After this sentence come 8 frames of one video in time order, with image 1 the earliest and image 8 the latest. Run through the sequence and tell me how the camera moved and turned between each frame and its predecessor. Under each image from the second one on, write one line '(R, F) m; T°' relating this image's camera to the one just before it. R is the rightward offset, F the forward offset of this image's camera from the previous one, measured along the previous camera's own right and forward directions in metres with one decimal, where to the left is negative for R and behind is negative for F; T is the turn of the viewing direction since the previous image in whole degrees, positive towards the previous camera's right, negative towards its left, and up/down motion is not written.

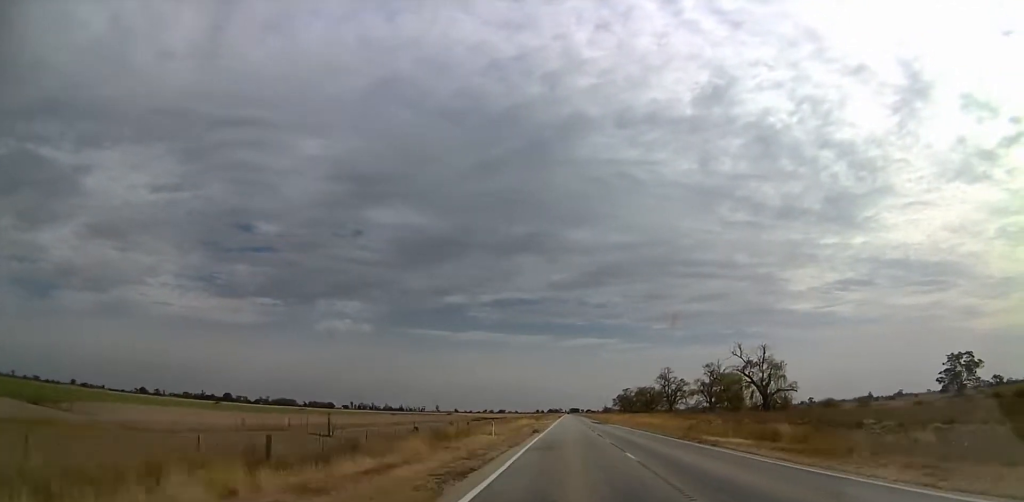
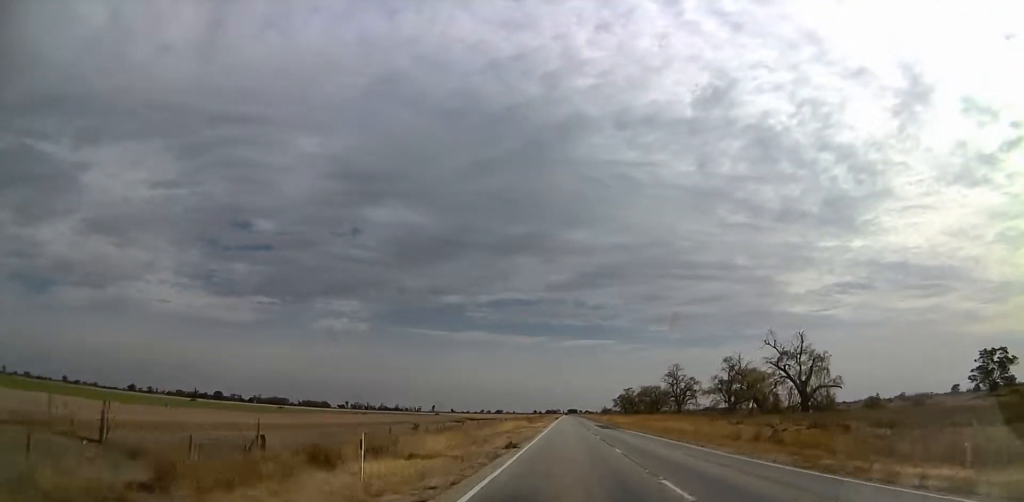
(0.0, +19.7) m; 0°
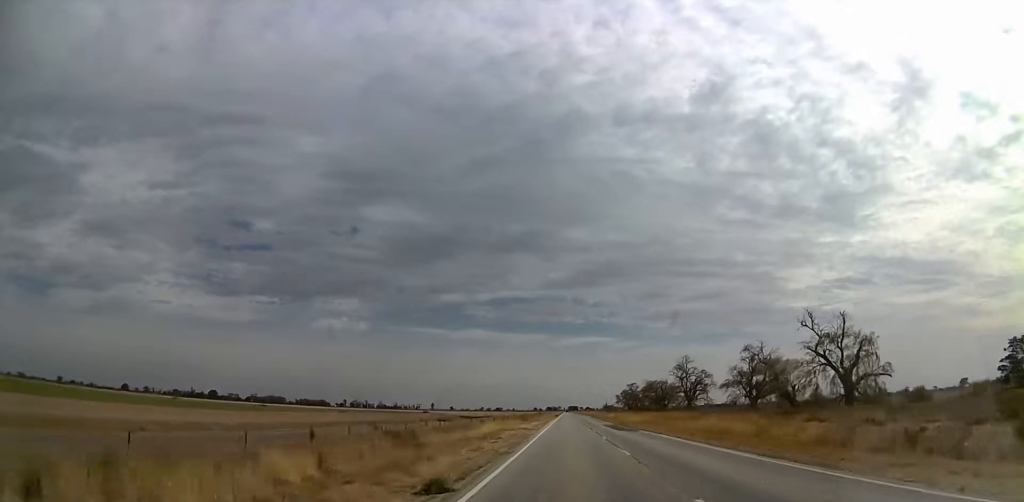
(0.0, +15.3) m; 0°
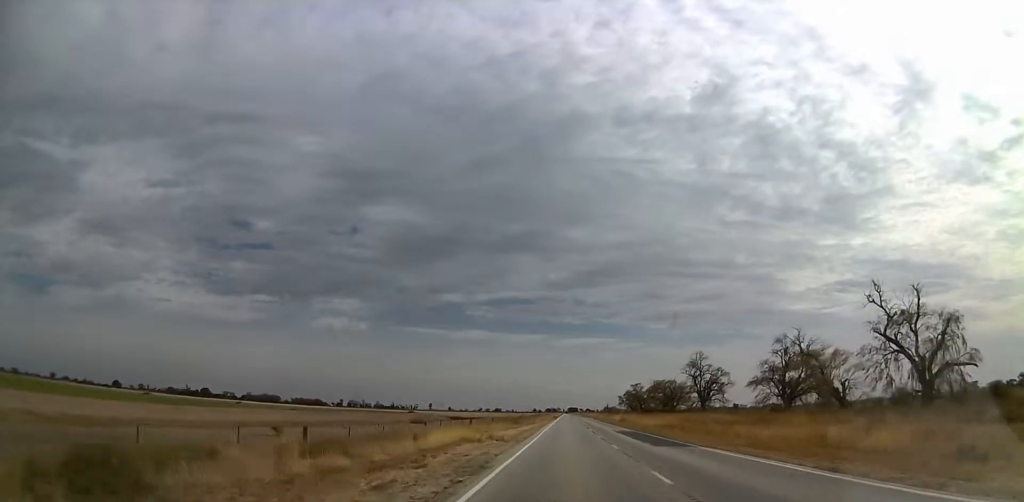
(0.0, +18.9) m; 0°
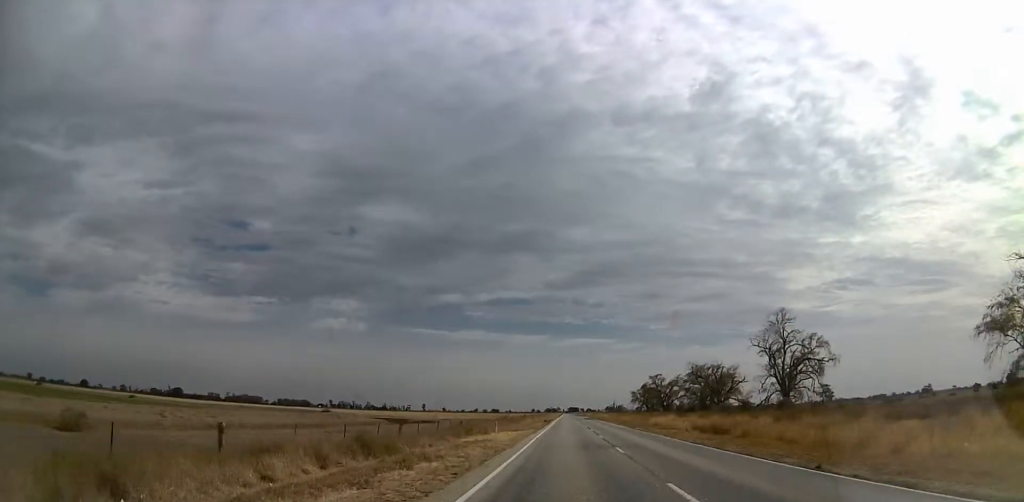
(0.0, +63.1) m; 0°
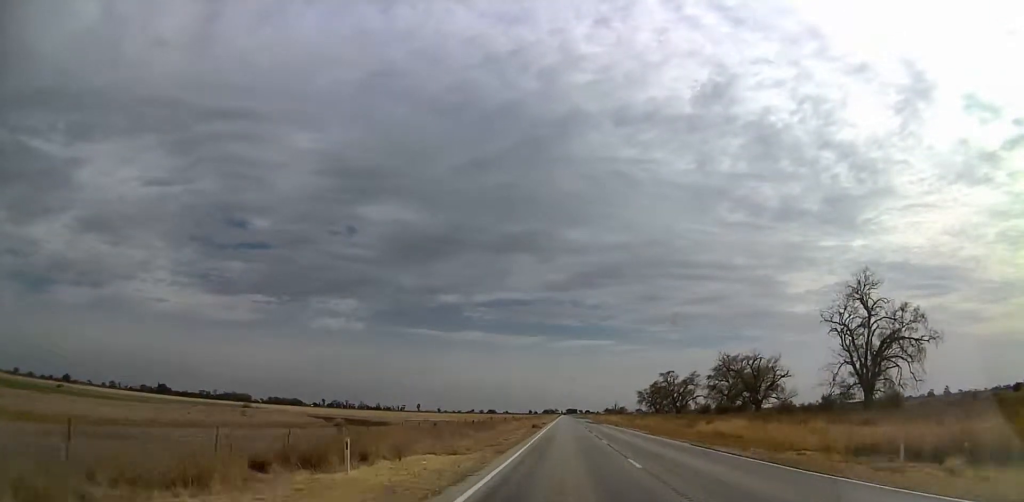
(0.0, +29.6) m; 0°
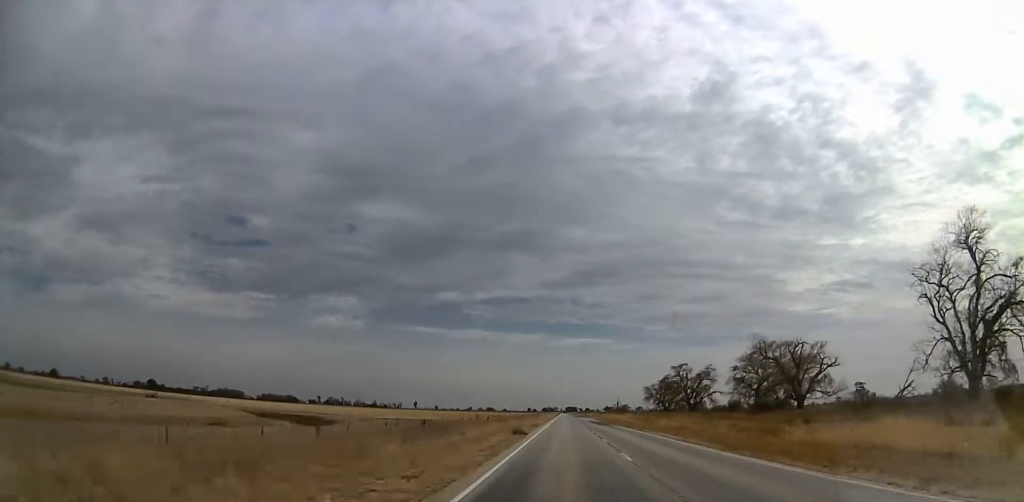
(0.0, +21.6) m; 0°
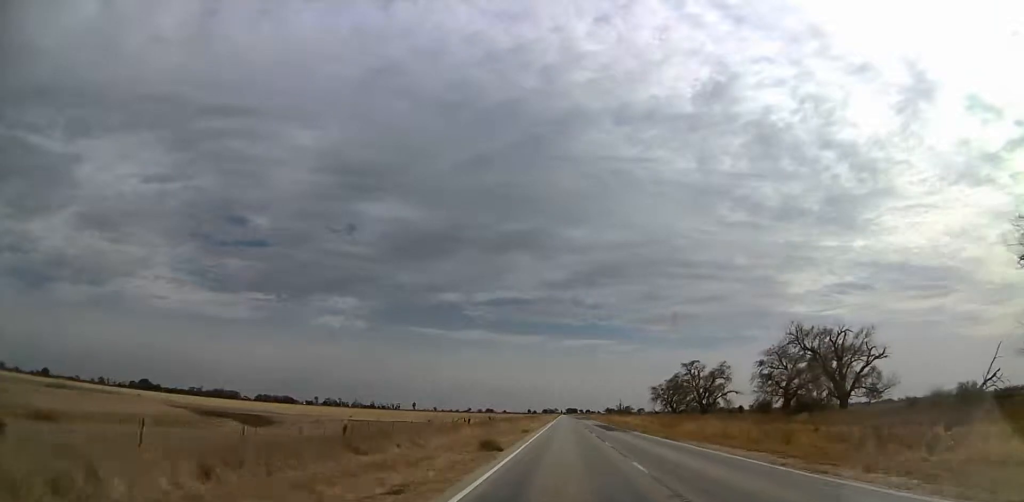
(0.0, +15.4) m; 0°
